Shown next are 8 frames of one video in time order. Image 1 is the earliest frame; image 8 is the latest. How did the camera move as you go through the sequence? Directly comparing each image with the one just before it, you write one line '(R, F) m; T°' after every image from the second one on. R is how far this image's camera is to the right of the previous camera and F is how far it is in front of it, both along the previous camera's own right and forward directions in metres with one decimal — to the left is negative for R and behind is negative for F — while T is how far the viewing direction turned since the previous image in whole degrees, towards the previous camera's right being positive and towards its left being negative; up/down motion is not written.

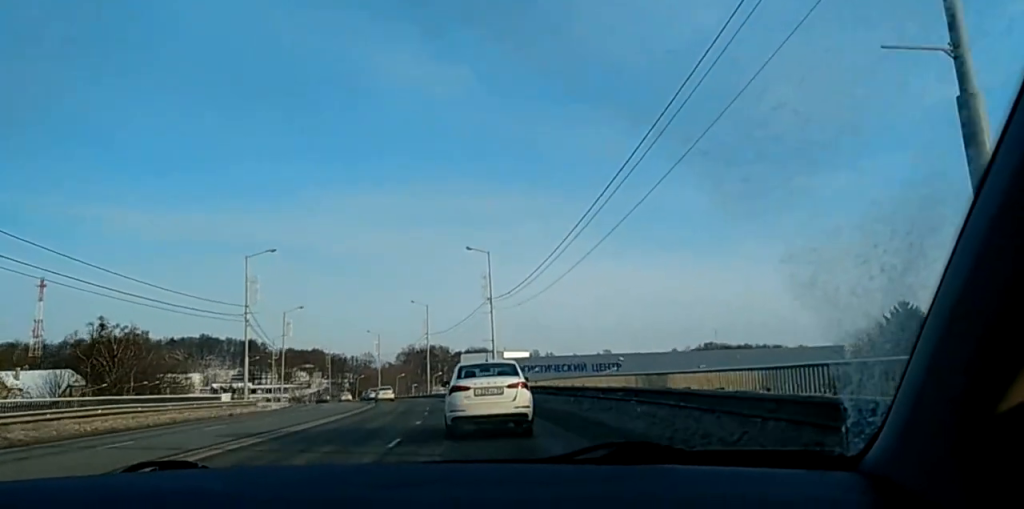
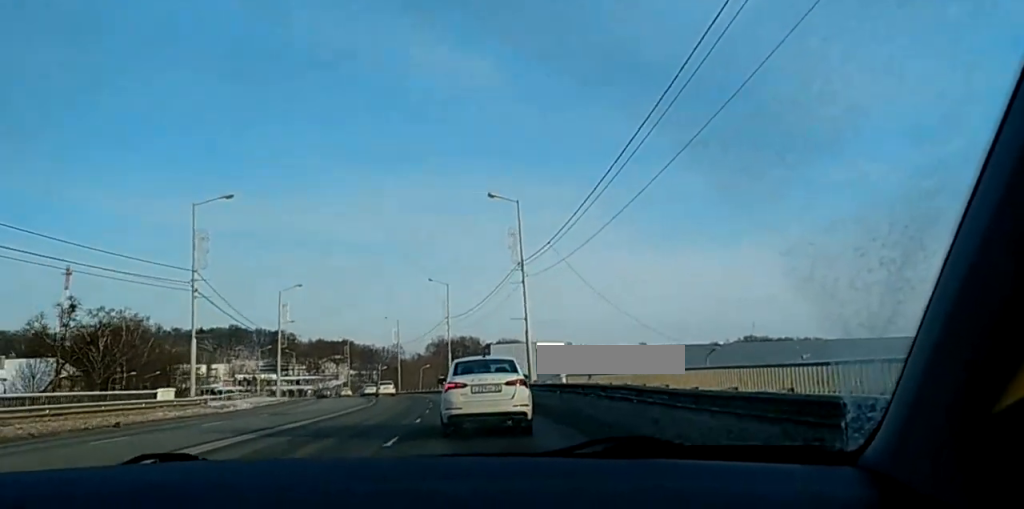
(+0.2, +16.3) m; 0°
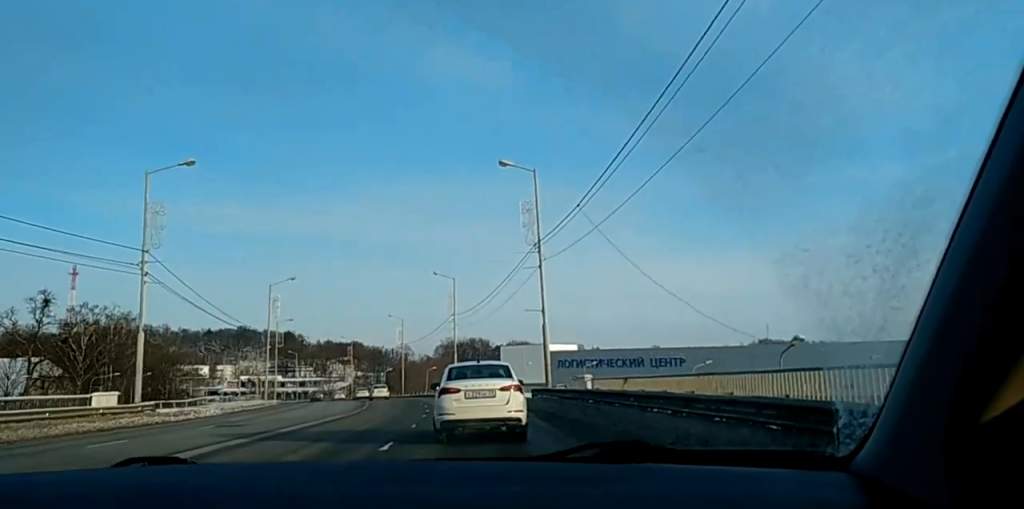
(-0.1, +7.9) m; -2°
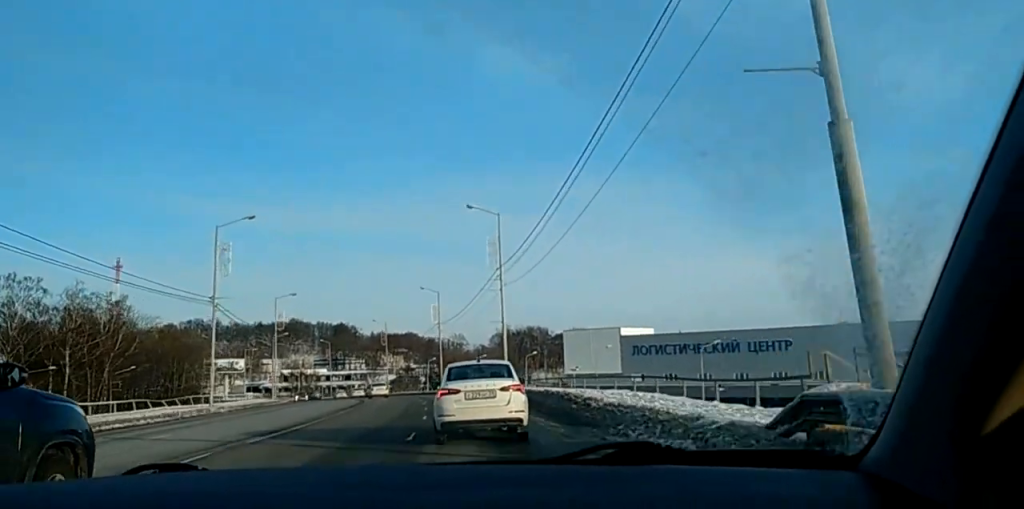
(-1.6, +29.8) m; -5°
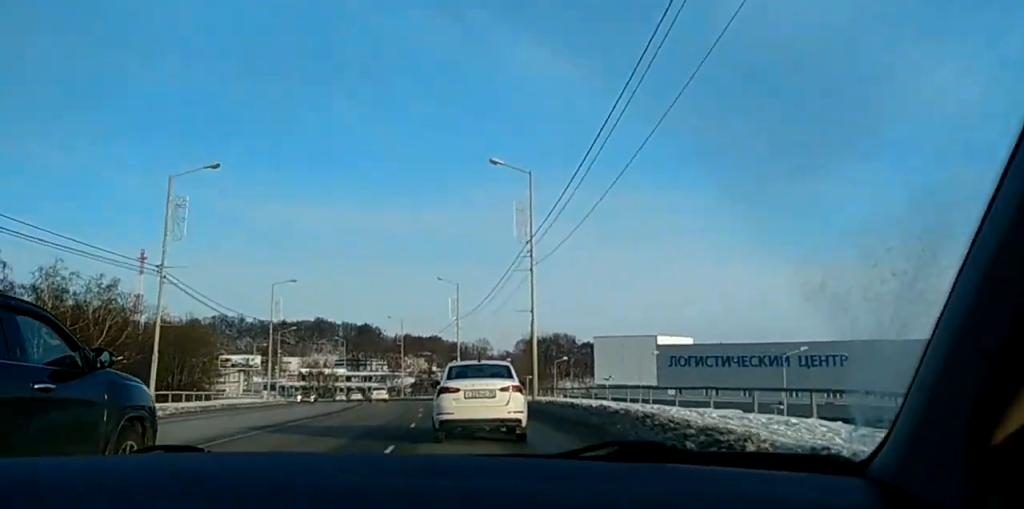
(0.0, +12.5) m; 0°
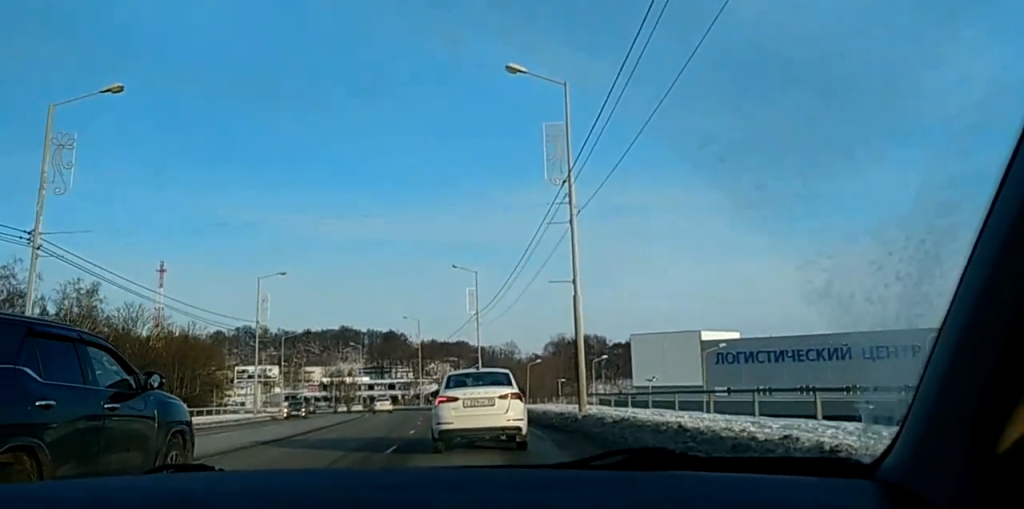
(-0.1, +13.0) m; -2°
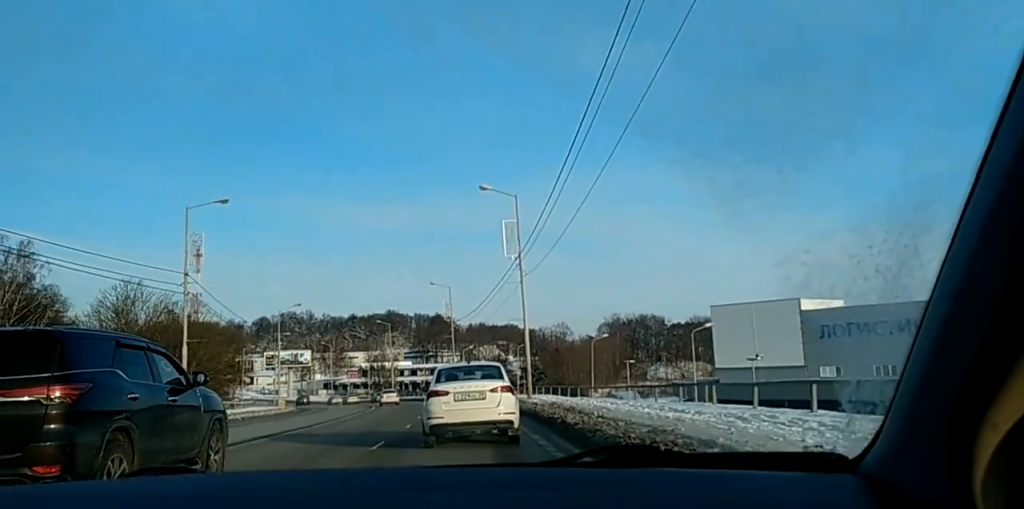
(-0.9, +24.1) m; -4°
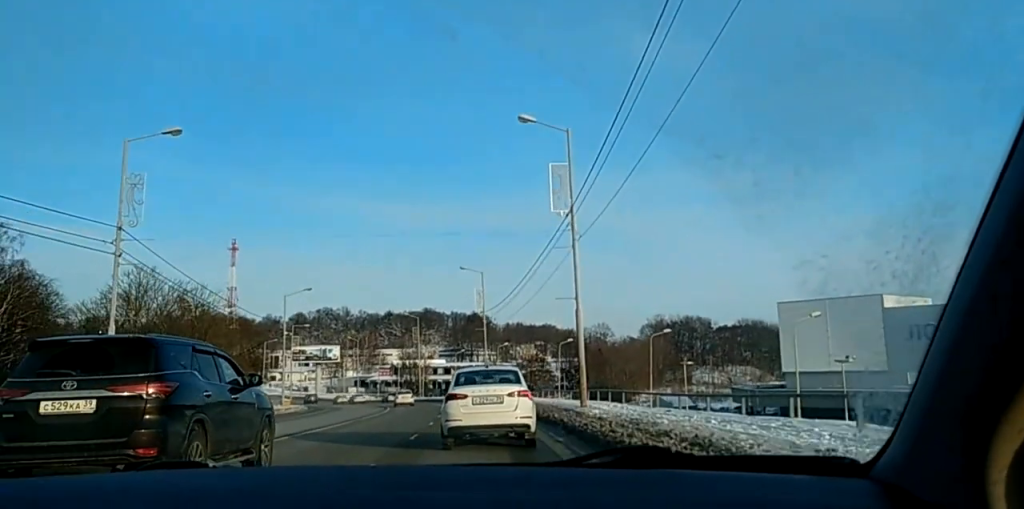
(-0.2, +13.1) m; -2°
